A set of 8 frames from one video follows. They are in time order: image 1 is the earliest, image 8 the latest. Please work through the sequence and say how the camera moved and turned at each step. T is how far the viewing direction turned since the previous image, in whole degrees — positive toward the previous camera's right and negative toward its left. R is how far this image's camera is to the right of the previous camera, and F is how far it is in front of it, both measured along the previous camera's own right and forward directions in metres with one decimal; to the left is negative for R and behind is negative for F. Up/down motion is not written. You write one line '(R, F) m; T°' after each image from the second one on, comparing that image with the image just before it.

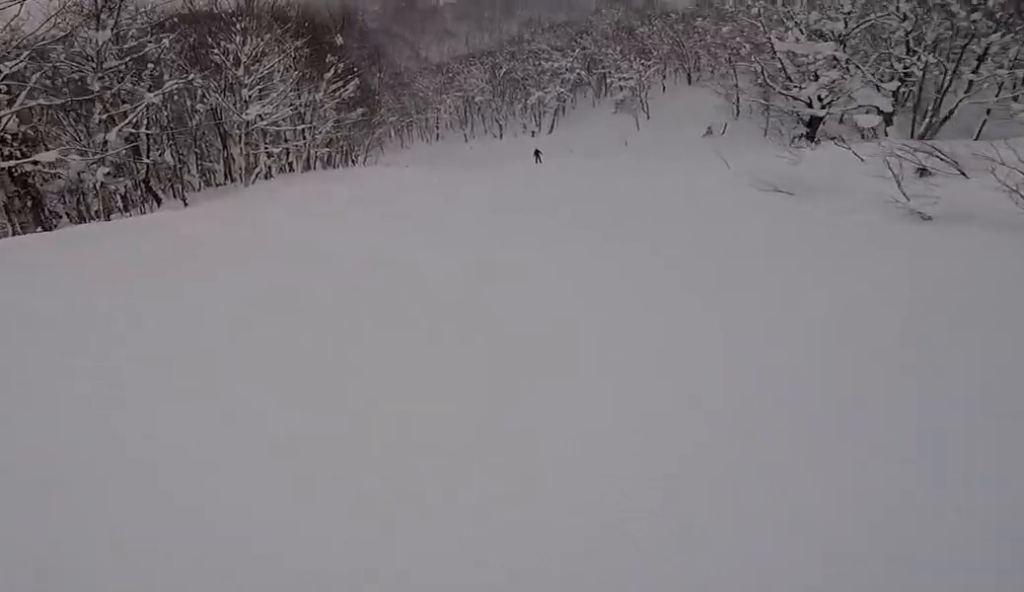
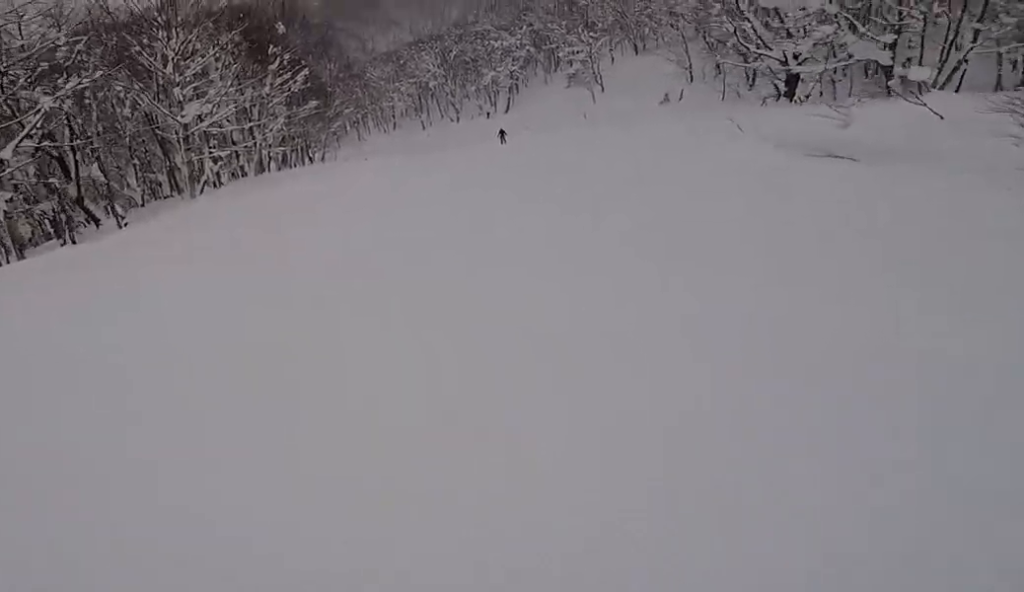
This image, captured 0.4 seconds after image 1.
(+0.2, +3.0) m; +6°
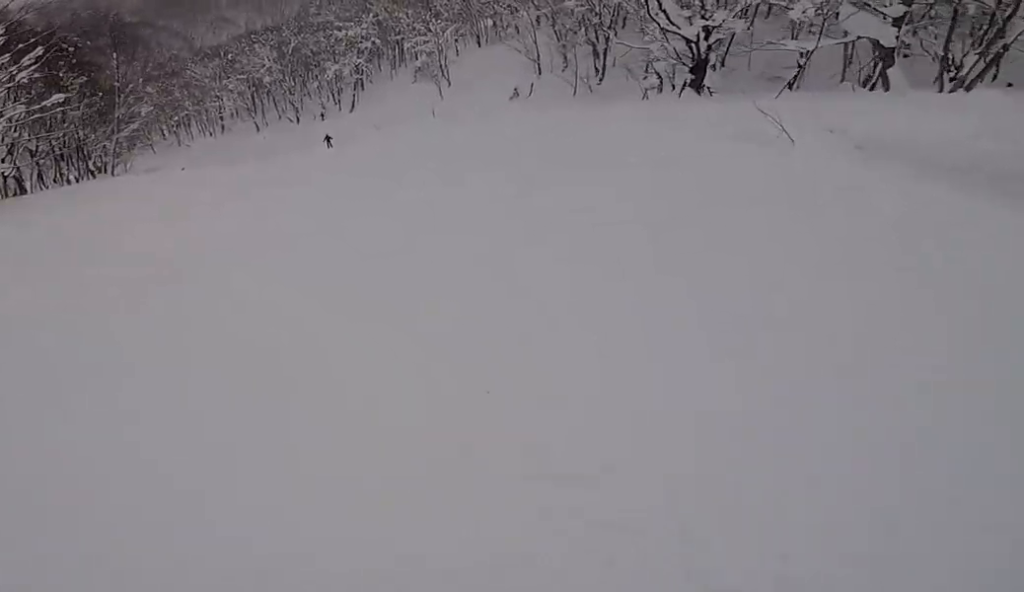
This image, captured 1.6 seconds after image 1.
(+0.9, +9.1) m; +3°
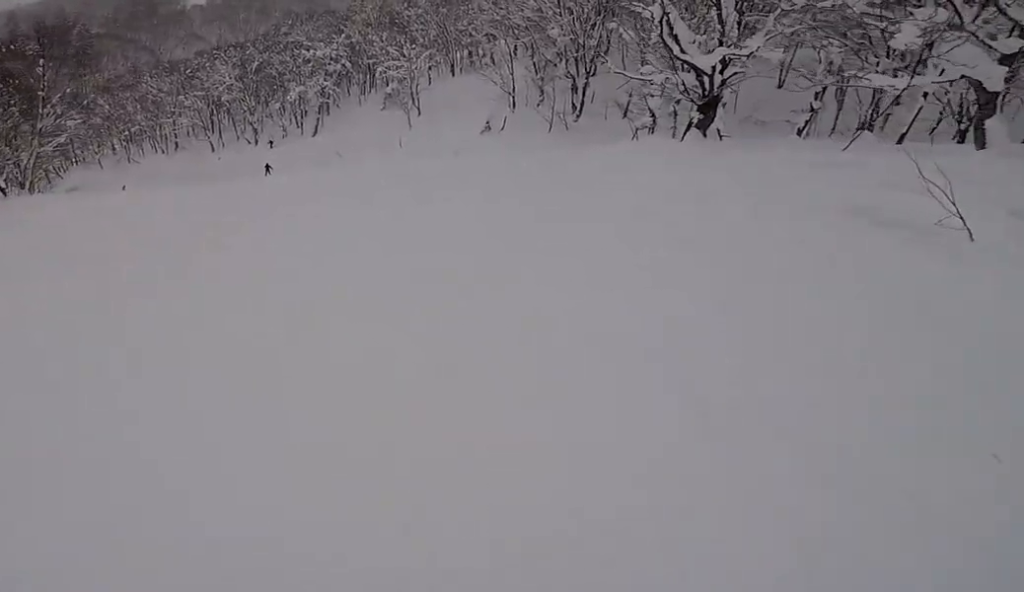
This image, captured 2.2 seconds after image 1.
(+0.6, +4.4) m; -5°
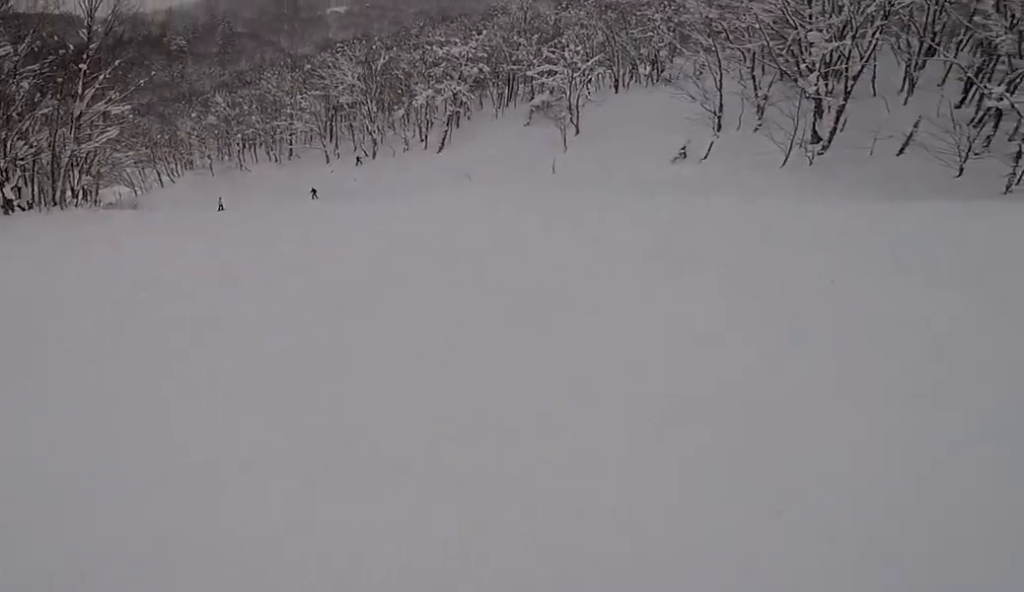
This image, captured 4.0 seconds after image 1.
(-1.8, +13.7) m; 0°
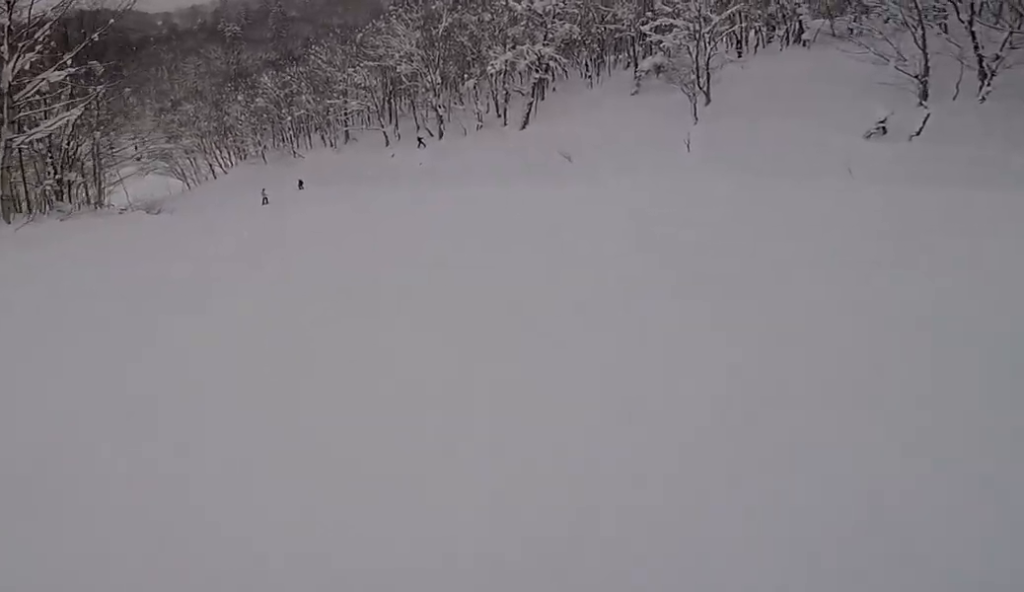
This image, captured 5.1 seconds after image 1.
(+0.3, +9.8) m; +9°
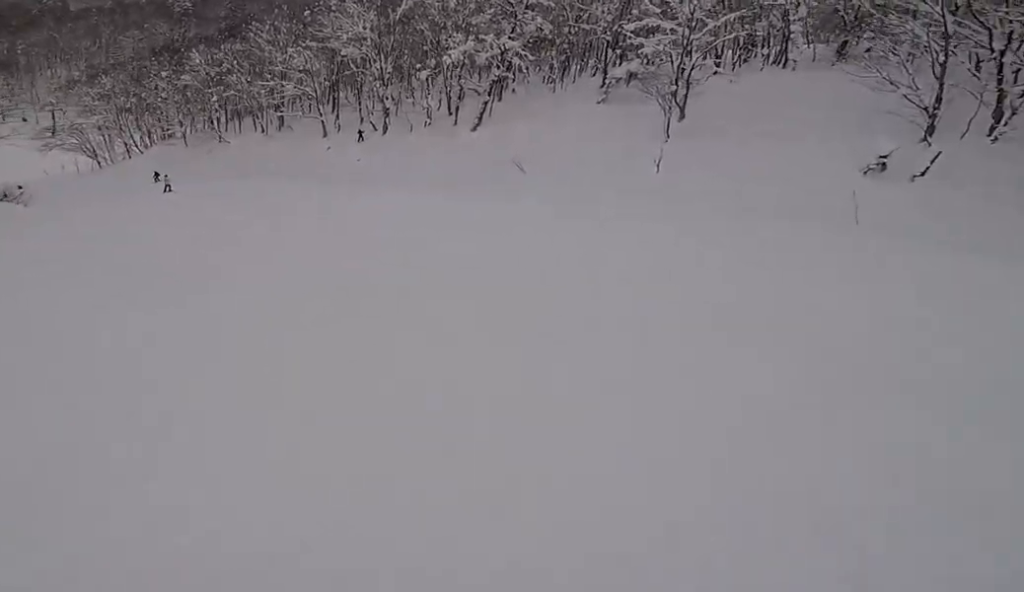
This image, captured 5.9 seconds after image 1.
(+0.8, +6.0) m; -5°
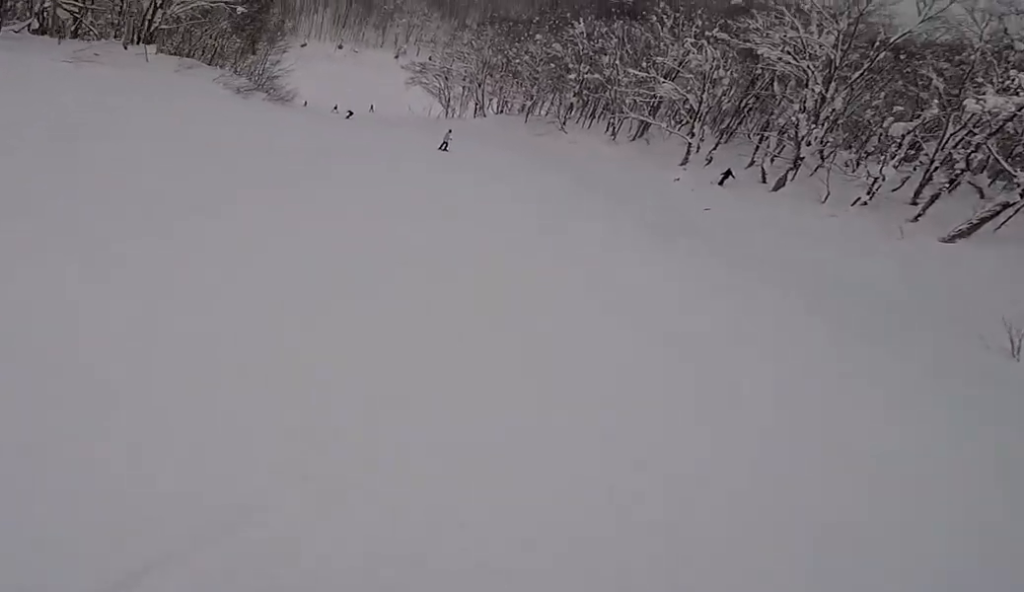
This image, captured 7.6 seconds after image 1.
(-3.9, +13.1) m; -34°
